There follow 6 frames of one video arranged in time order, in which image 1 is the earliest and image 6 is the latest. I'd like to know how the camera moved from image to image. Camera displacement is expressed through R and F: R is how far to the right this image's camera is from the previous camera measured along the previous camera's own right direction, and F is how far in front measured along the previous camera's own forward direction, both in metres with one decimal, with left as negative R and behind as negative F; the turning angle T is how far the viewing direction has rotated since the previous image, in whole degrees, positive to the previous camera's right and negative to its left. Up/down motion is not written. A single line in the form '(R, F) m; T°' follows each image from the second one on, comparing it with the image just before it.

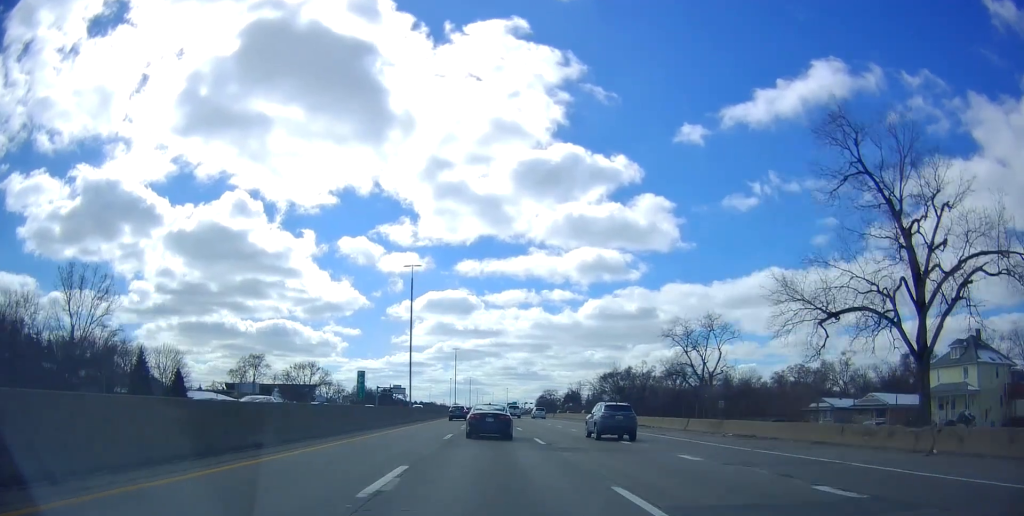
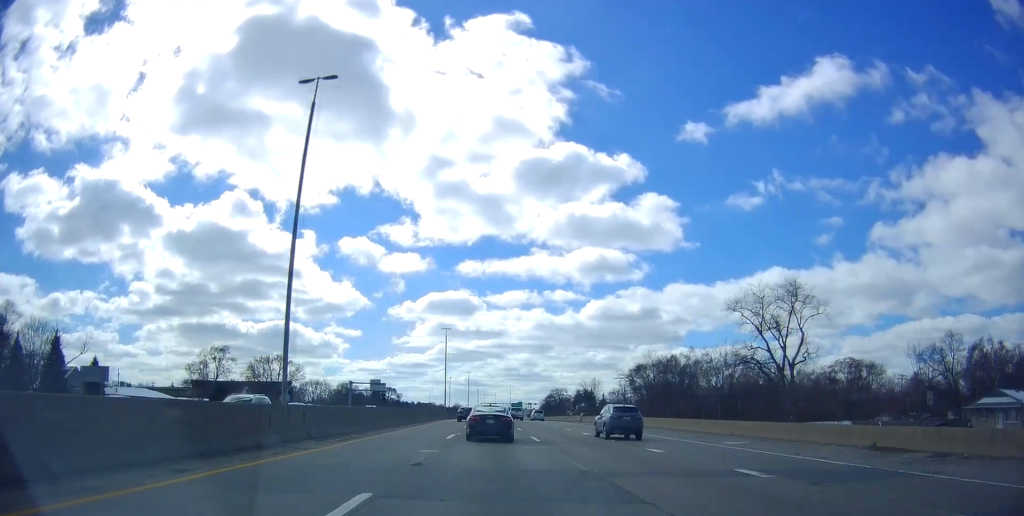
(-0.6, +34.1) m; -1°
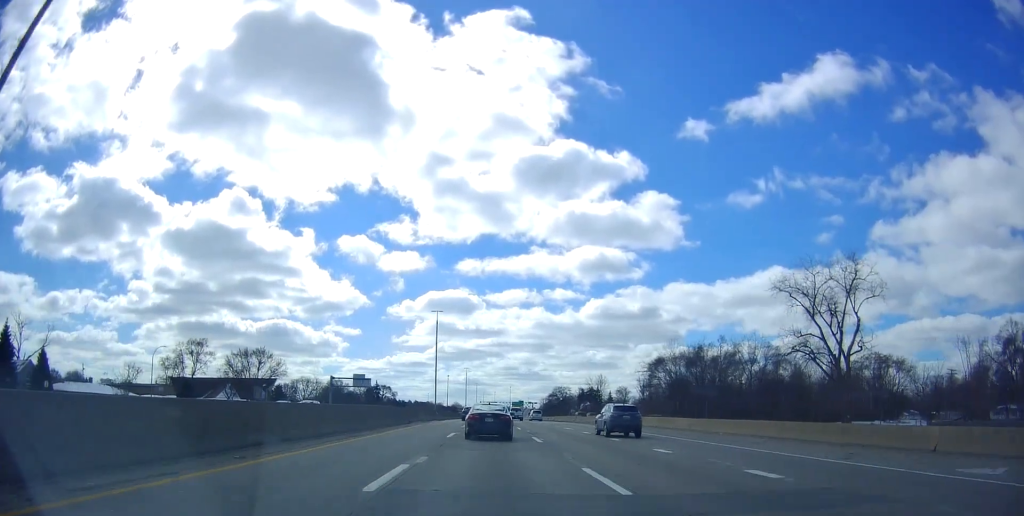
(-0.1, +15.9) m; 0°
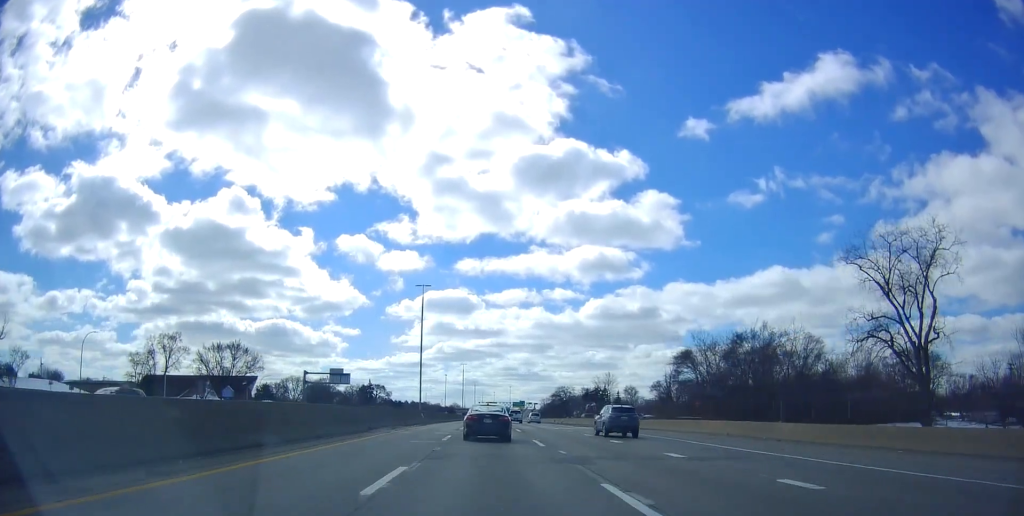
(+0.3, +16.6) m; +1°
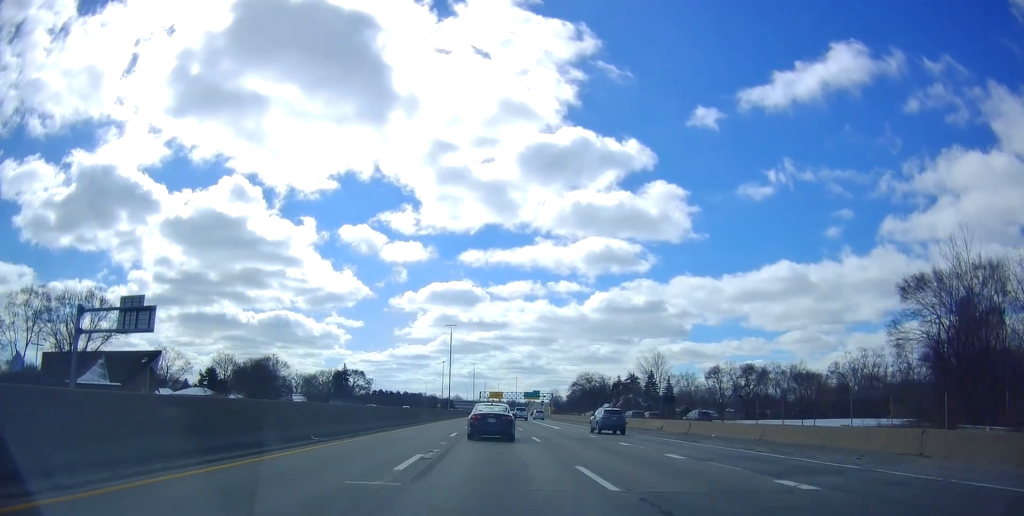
(-0.5, +60.9) m; 0°
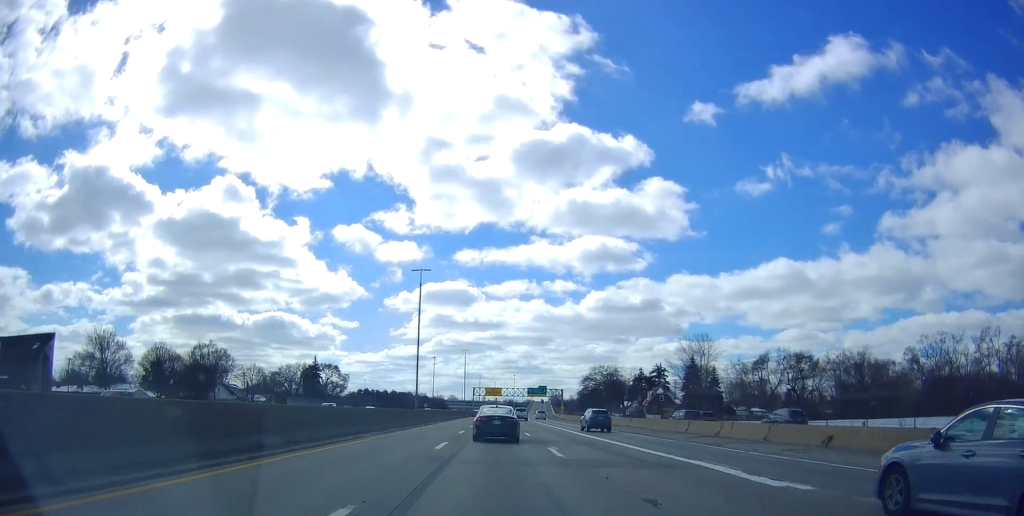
(0.0, +37.8) m; +1°
